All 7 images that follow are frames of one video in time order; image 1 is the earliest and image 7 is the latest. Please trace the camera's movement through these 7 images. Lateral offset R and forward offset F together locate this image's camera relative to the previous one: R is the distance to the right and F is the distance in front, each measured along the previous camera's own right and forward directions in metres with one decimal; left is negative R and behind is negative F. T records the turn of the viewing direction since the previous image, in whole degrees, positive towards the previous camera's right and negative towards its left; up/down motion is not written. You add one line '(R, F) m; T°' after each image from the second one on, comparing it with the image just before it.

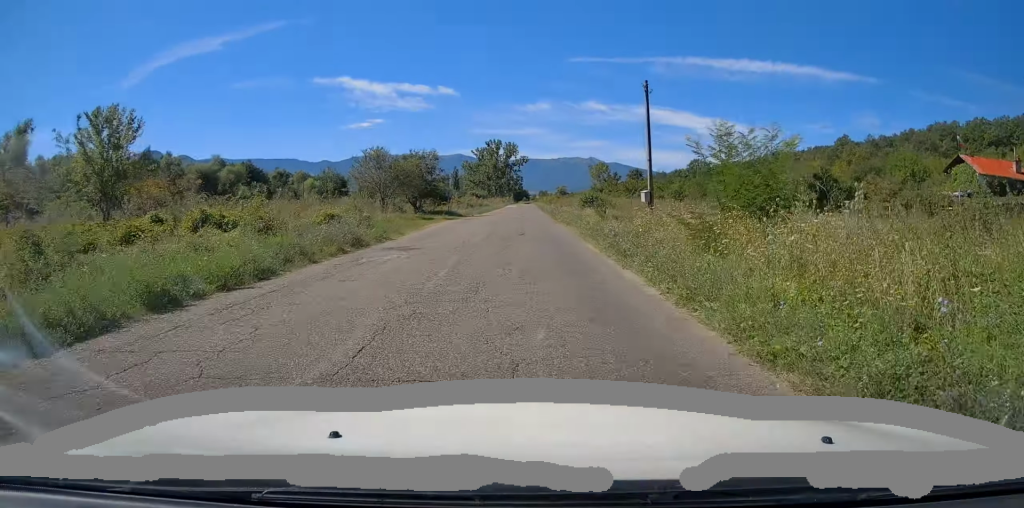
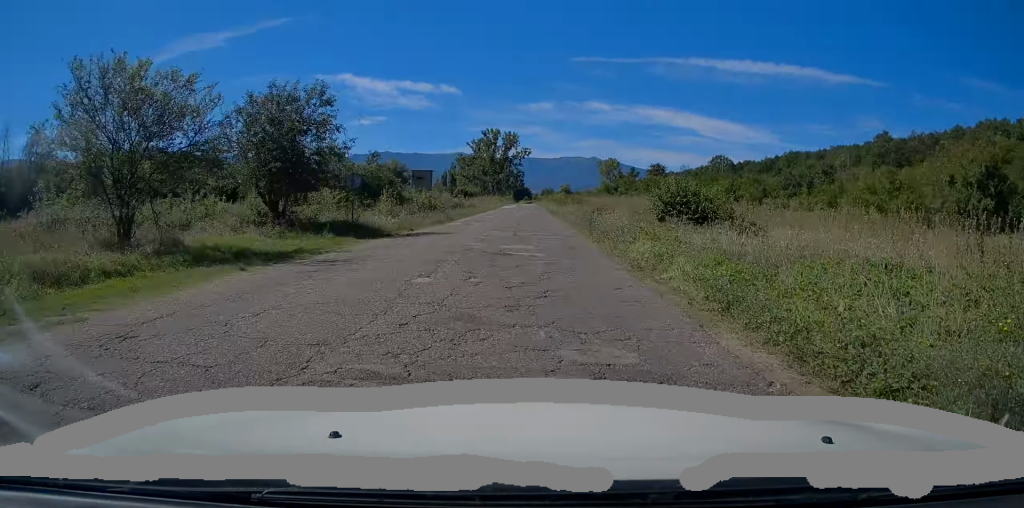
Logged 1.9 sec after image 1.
(+0.1, +29.7) m; 0°
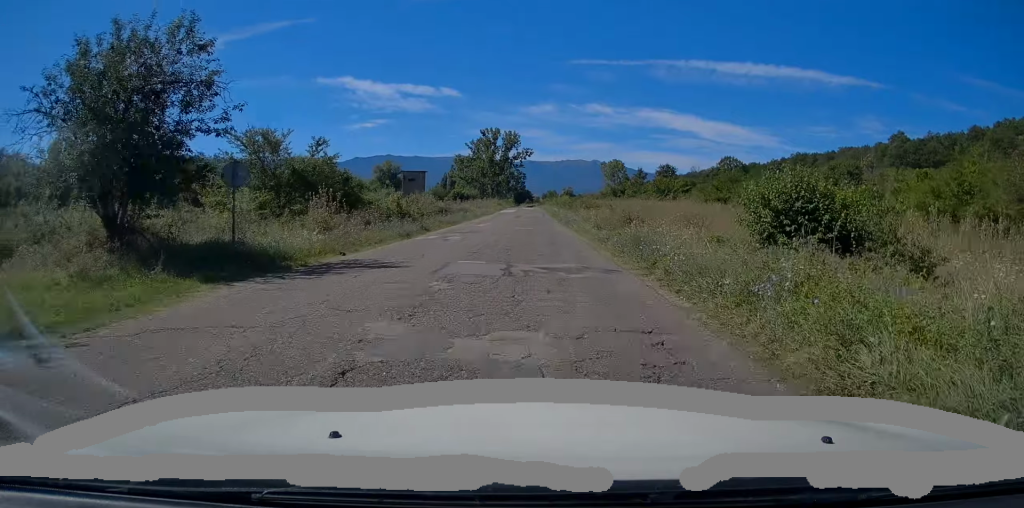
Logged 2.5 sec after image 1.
(0.0, +9.9) m; 0°
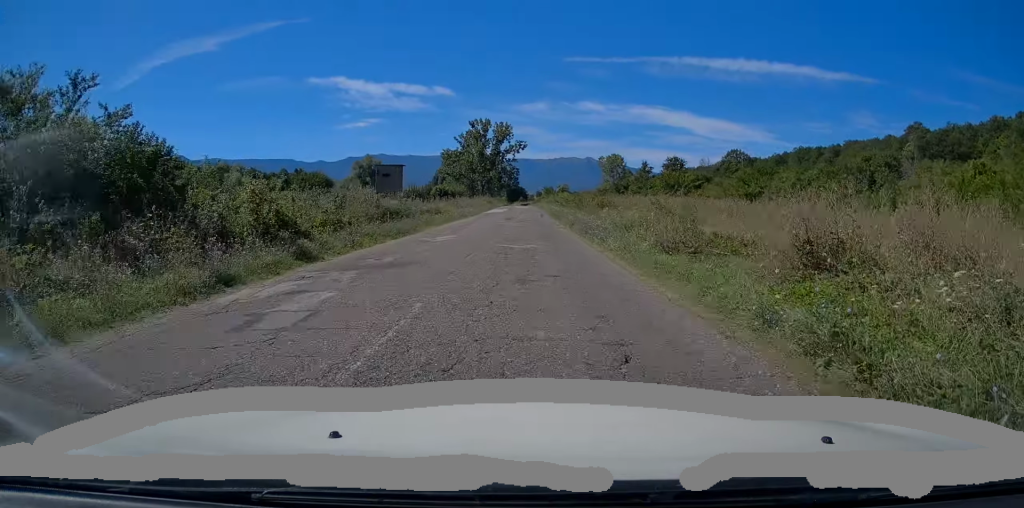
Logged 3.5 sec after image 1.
(0.0, +15.1) m; 0°
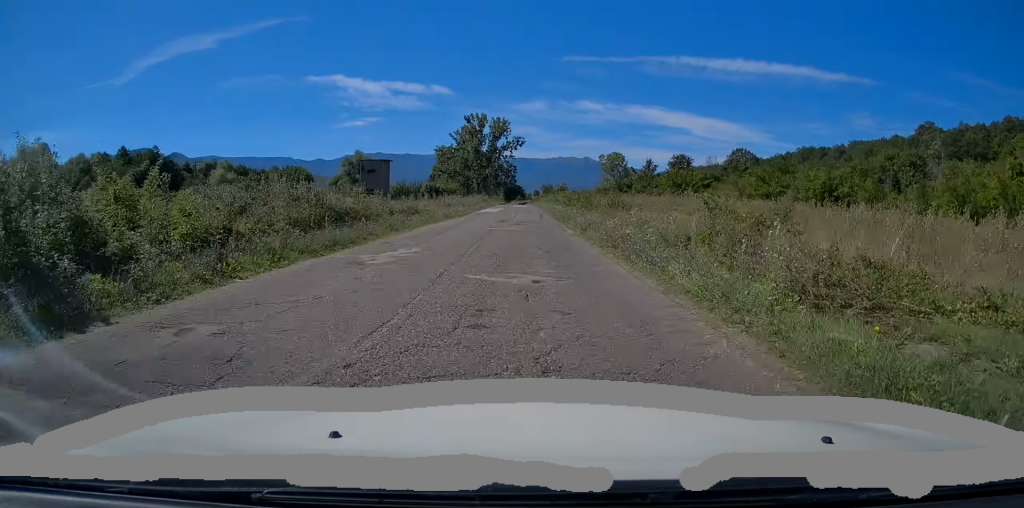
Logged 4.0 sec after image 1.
(+0.1, +7.8) m; 0°
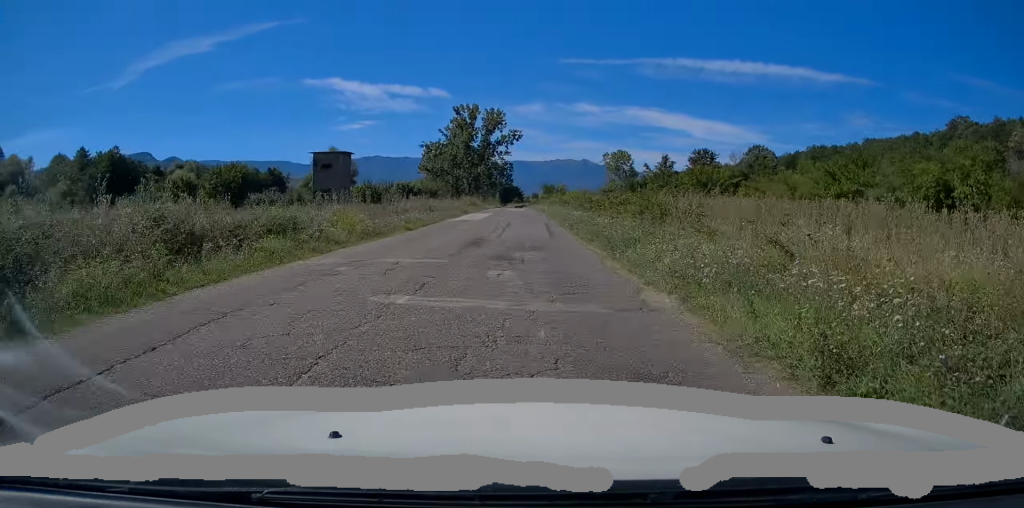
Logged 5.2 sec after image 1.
(0.0, +18.7) m; 0°
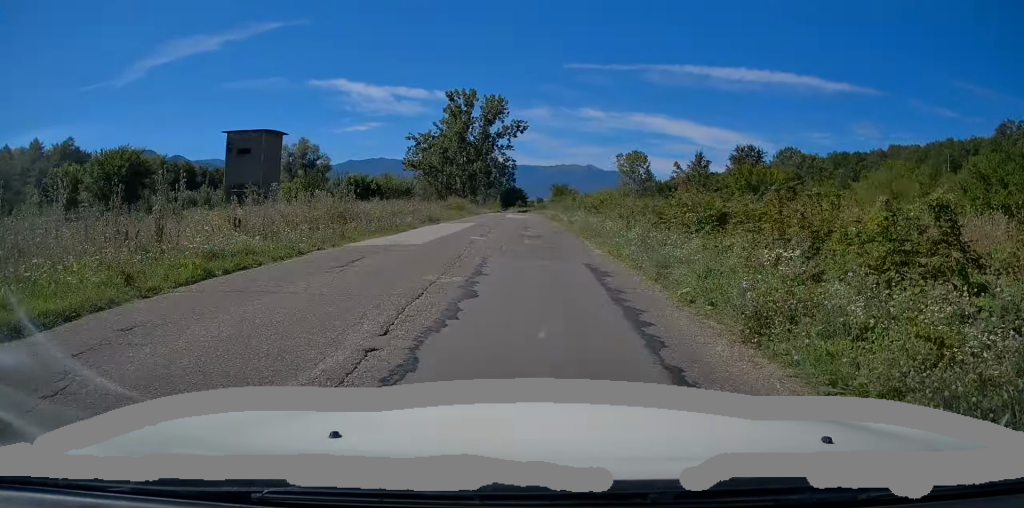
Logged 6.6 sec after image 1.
(+0.2, +21.4) m; +1°
